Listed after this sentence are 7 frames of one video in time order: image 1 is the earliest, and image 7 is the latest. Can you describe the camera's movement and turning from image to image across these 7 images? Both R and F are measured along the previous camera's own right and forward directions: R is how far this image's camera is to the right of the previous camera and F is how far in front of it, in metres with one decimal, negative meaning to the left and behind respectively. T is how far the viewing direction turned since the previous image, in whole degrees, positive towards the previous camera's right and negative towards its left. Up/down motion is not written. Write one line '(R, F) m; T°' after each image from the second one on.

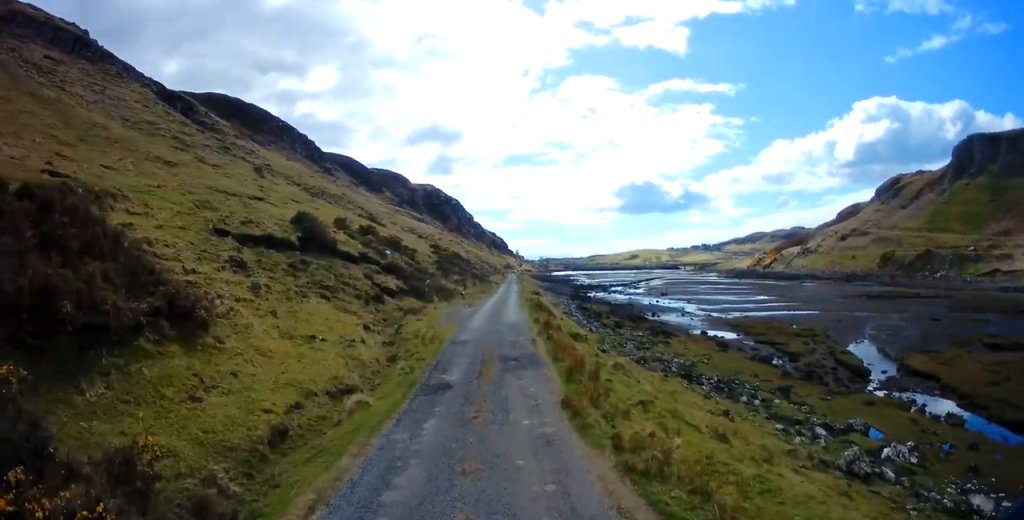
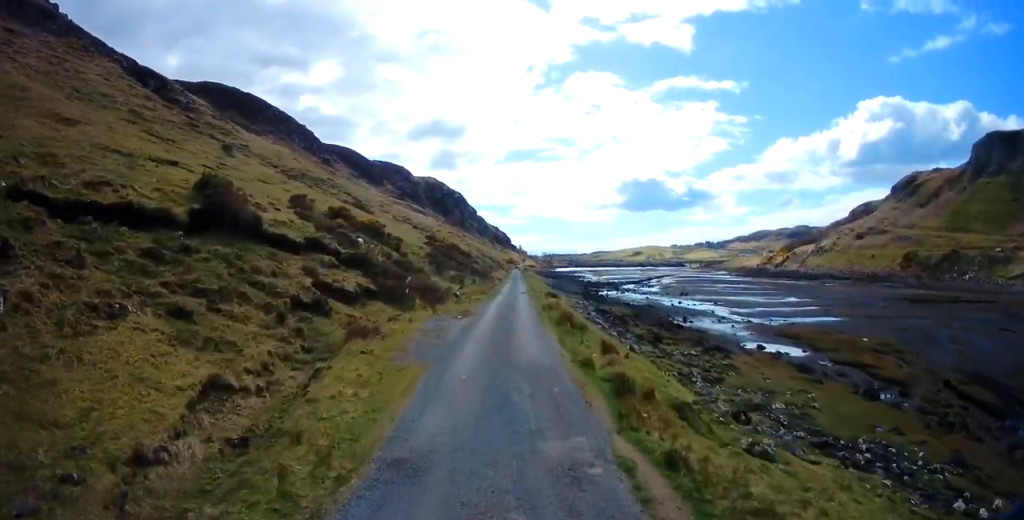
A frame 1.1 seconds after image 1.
(0.0, +11.3) m; +1°
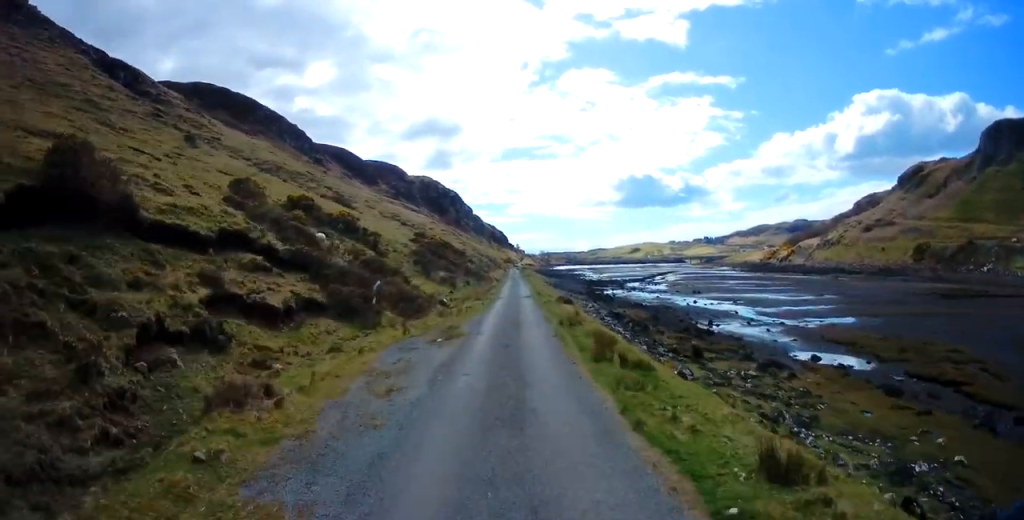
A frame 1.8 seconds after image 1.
(+0.1, +7.9) m; +1°
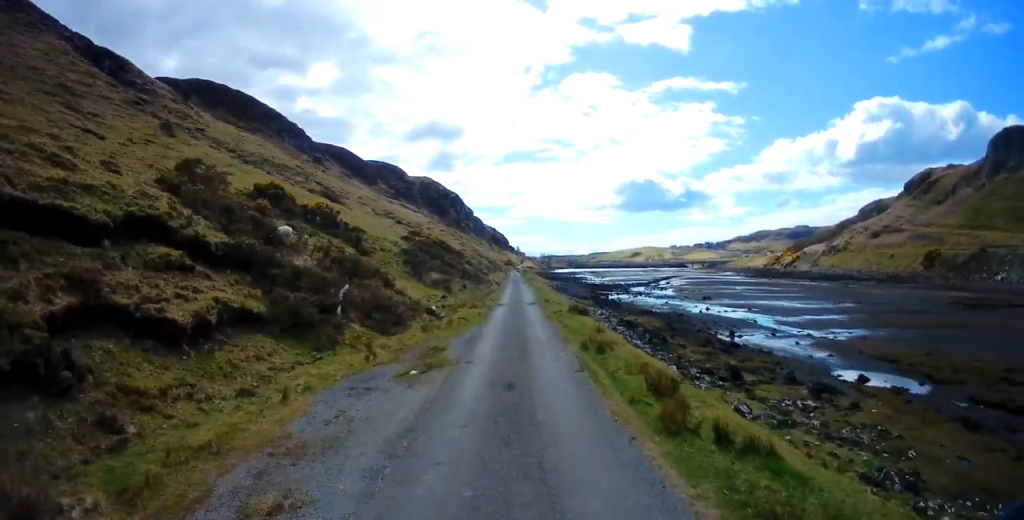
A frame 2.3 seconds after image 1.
(+0.2, +5.4) m; 0°
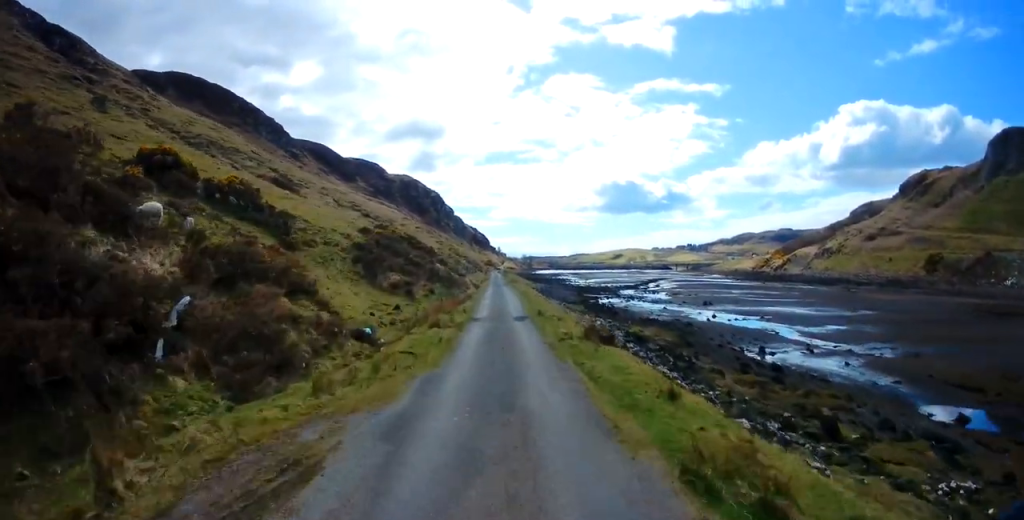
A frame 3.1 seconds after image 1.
(-0.1, +9.4) m; 0°
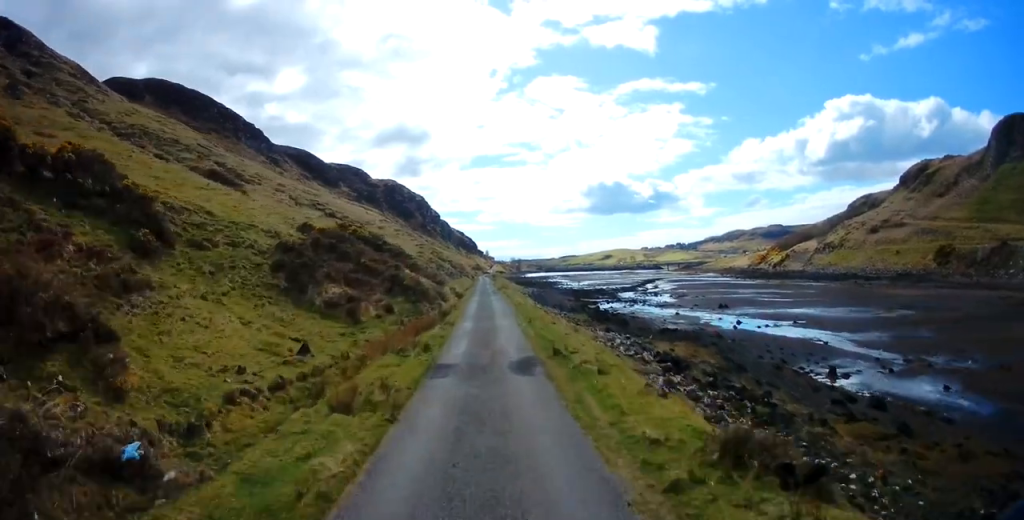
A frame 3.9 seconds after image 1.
(0.0, +10.3) m; +1°
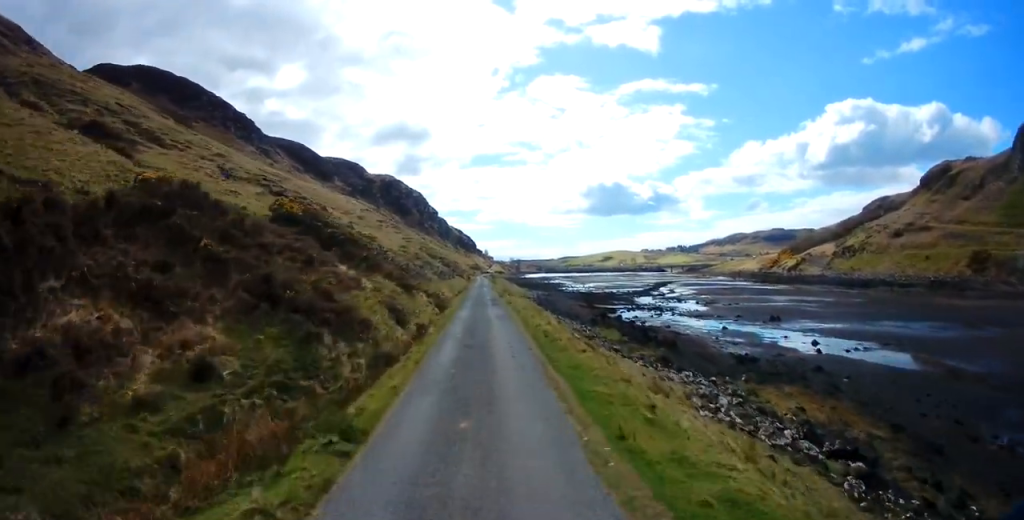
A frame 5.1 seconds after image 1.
(+0.4, +15.5) m; +1°
